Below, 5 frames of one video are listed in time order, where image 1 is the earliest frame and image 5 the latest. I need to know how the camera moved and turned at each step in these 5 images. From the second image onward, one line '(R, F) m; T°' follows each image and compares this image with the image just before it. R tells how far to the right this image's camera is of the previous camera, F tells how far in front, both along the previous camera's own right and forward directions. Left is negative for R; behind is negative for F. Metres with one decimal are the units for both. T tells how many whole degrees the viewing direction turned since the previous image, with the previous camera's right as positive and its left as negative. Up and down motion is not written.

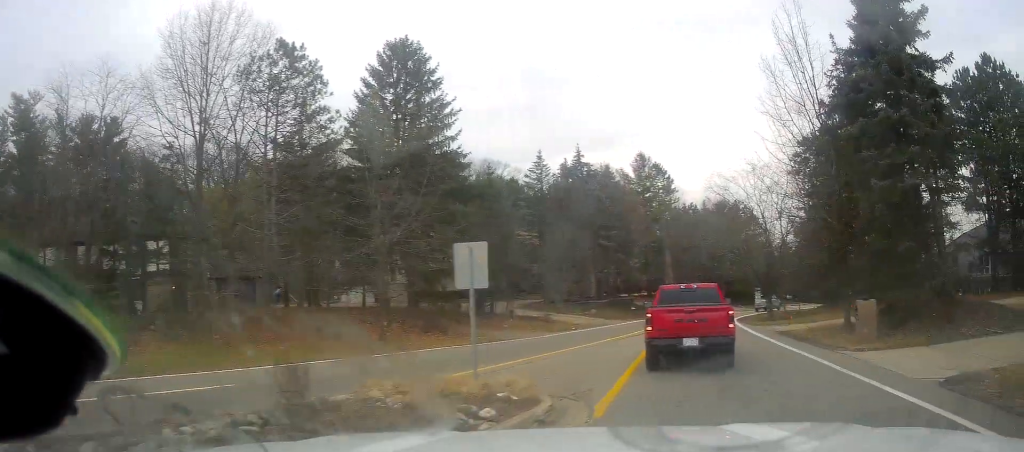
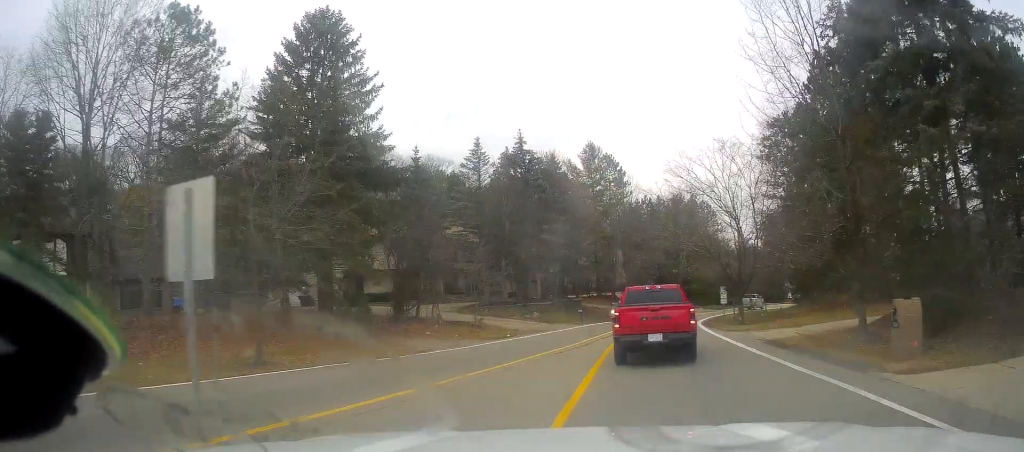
(+0.6, +5.7) m; +7°
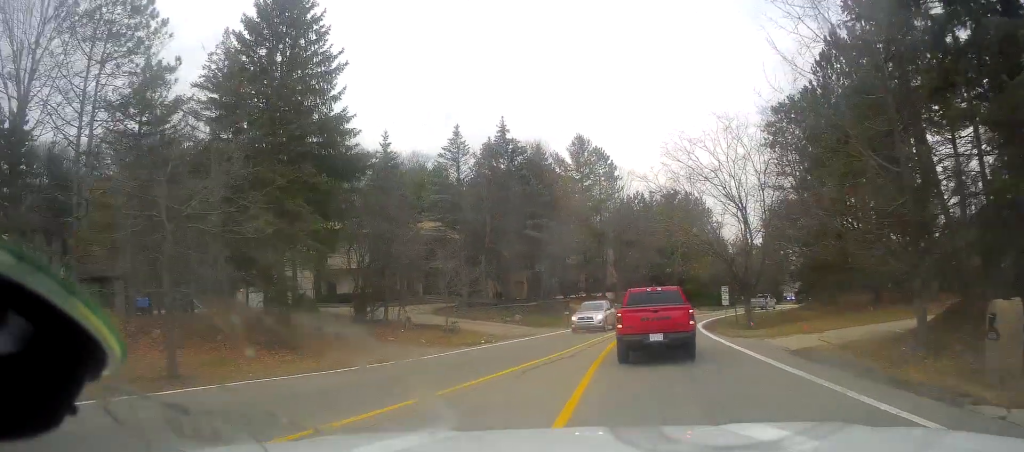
(0.0, +4.1) m; +1°
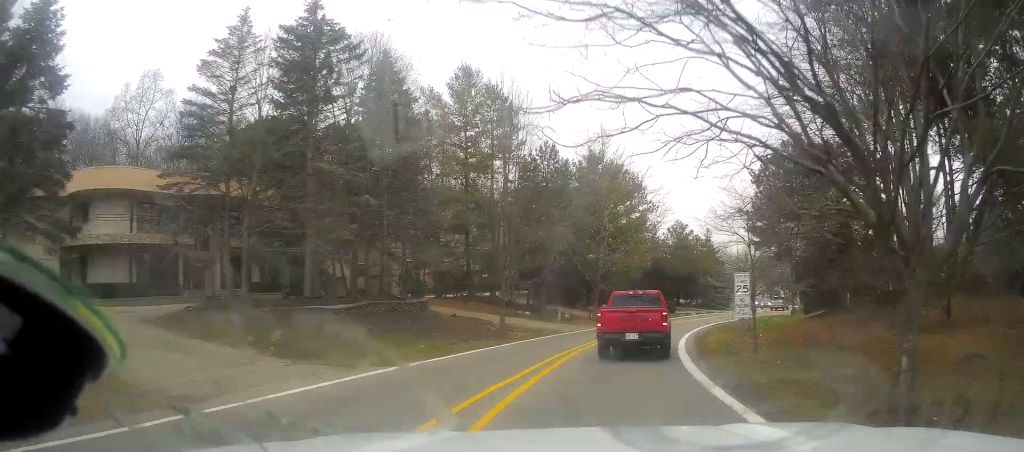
(+1.0, +21.8) m; +9°
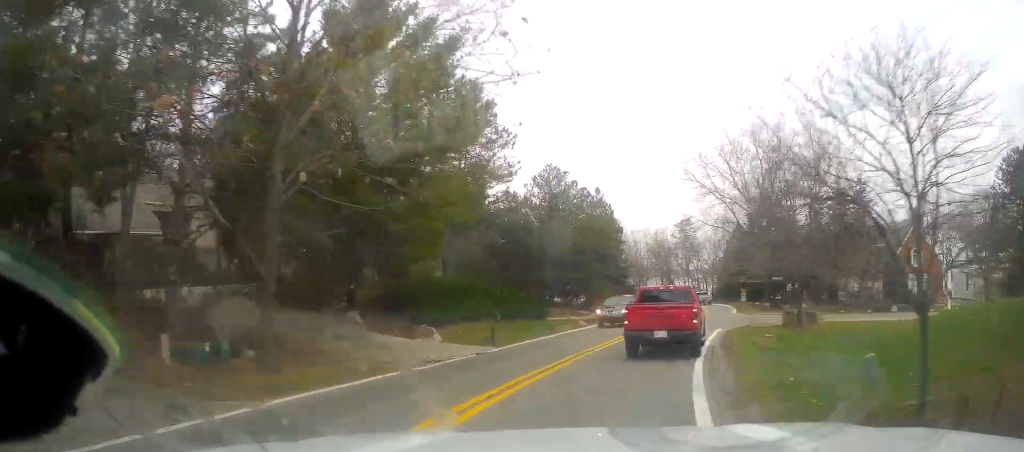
(+3.6, +30.3) m; +15°
